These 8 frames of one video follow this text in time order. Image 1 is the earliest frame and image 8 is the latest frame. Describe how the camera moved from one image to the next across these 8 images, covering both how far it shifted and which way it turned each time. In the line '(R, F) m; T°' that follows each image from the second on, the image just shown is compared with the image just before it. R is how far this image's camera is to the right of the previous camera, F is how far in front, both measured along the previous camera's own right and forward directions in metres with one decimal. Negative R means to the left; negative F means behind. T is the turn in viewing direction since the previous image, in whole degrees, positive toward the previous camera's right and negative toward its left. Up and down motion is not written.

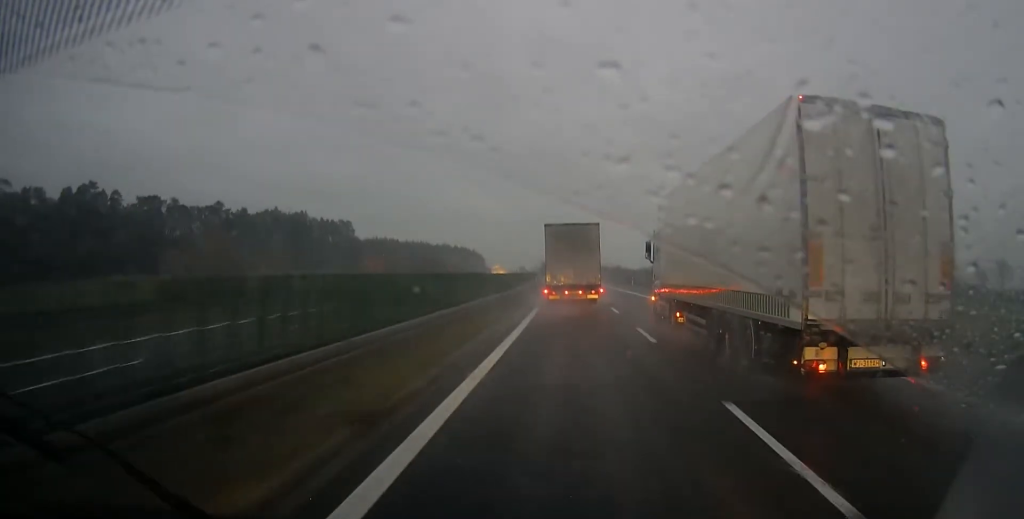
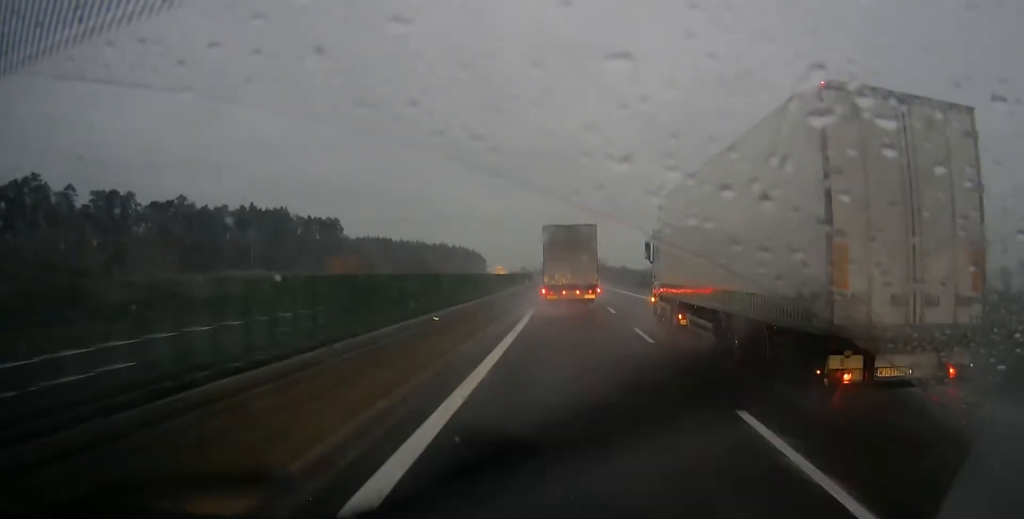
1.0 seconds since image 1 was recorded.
(-0.8, +24.3) m; -2°
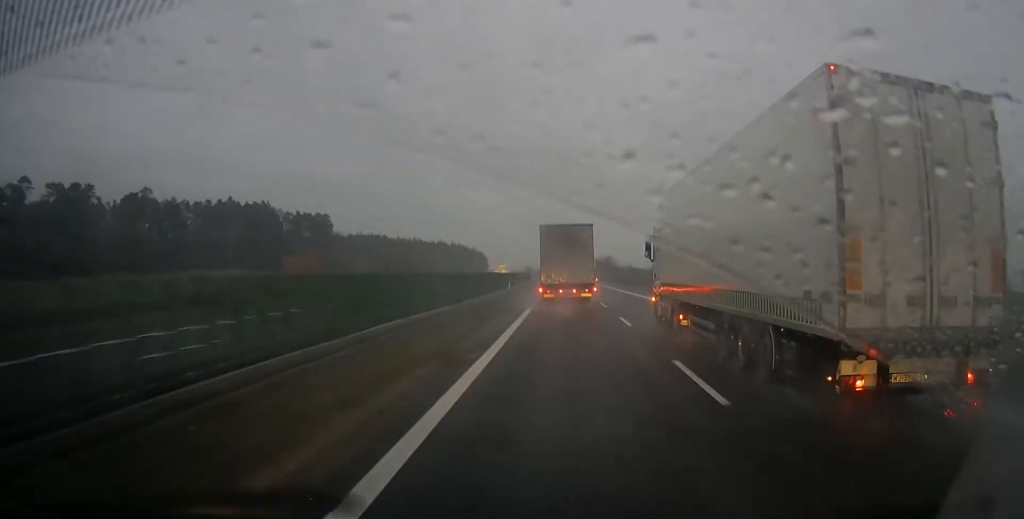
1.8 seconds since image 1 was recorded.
(-0.2, +20.3) m; -1°
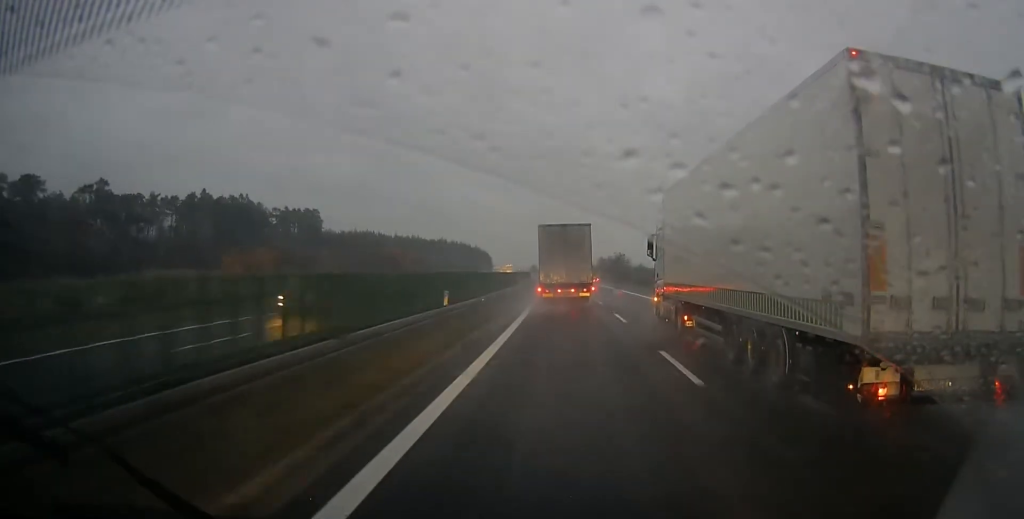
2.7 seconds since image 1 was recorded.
(-0.1, +21.9) m; -1°
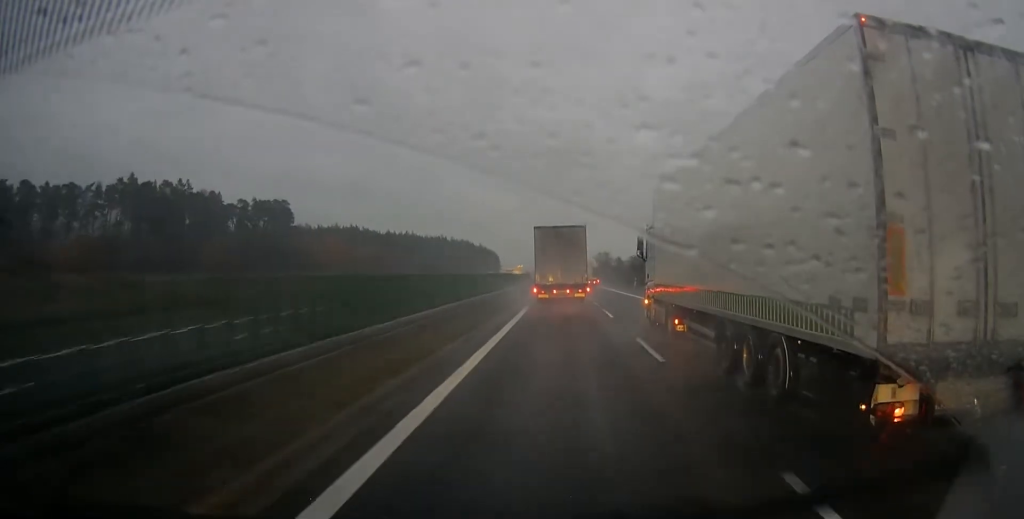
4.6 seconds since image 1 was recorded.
(-0.5, +44.9) m; -1°
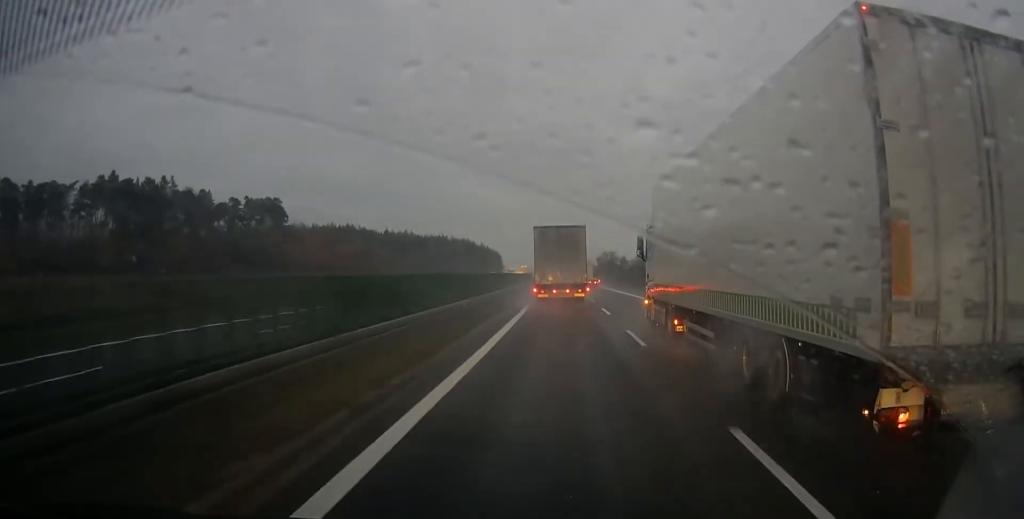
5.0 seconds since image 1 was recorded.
(0.0, +9.9) m; 0°
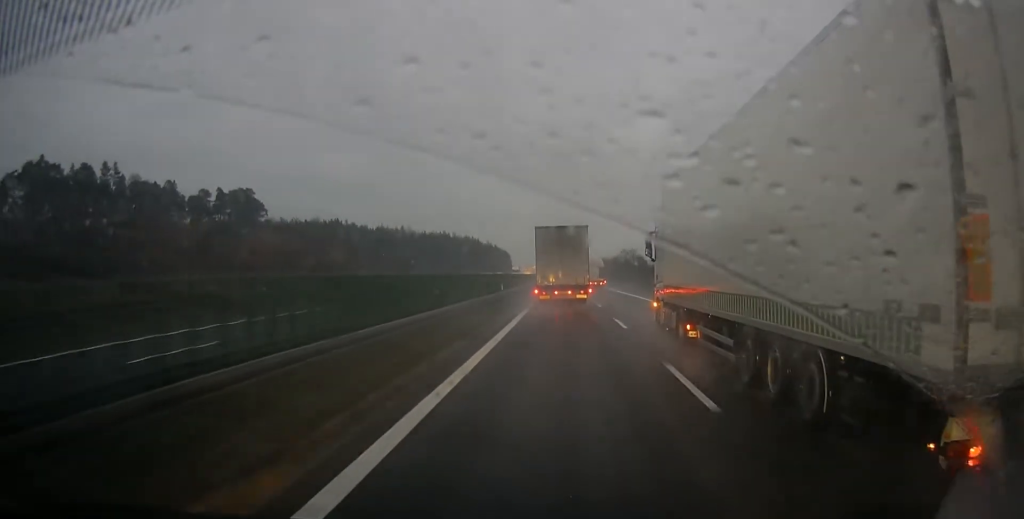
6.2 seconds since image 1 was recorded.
(-0.2, +31.0) m; -1°
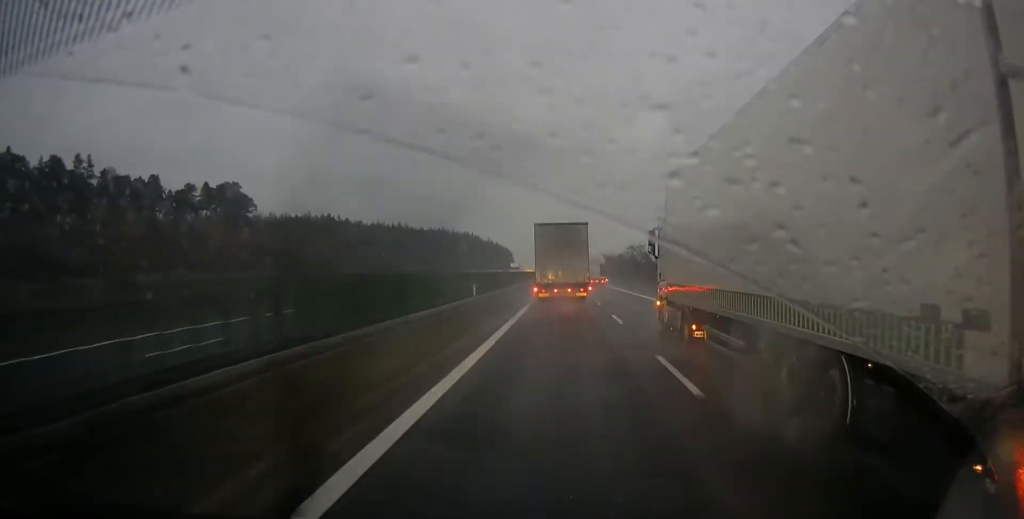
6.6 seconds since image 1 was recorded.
(-0.2, +11.0) m; 0°
